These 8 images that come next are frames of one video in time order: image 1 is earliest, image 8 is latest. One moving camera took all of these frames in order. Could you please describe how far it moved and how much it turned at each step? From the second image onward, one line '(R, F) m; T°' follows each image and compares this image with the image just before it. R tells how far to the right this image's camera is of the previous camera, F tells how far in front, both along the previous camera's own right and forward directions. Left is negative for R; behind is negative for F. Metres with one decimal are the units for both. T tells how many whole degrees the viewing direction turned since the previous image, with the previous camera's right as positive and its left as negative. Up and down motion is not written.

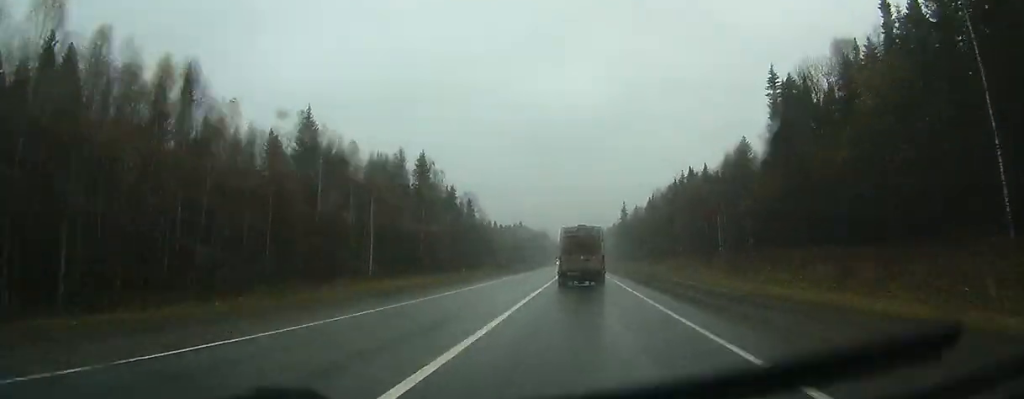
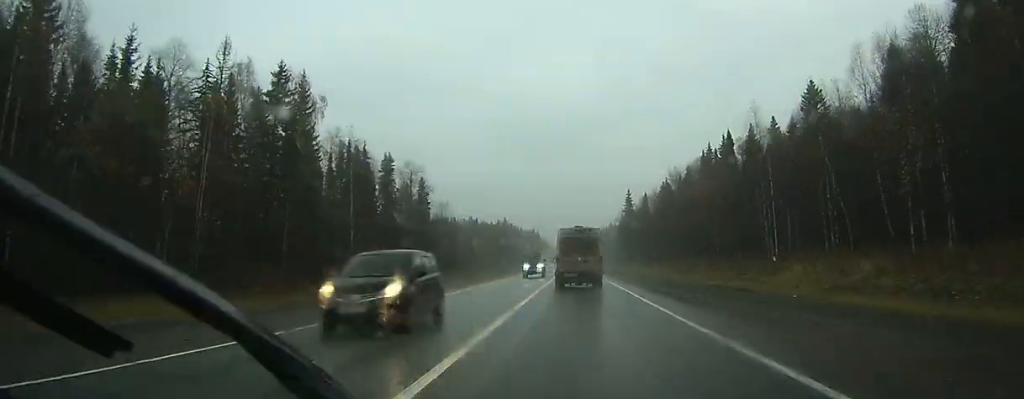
(0.0, +52.1) m; 0°
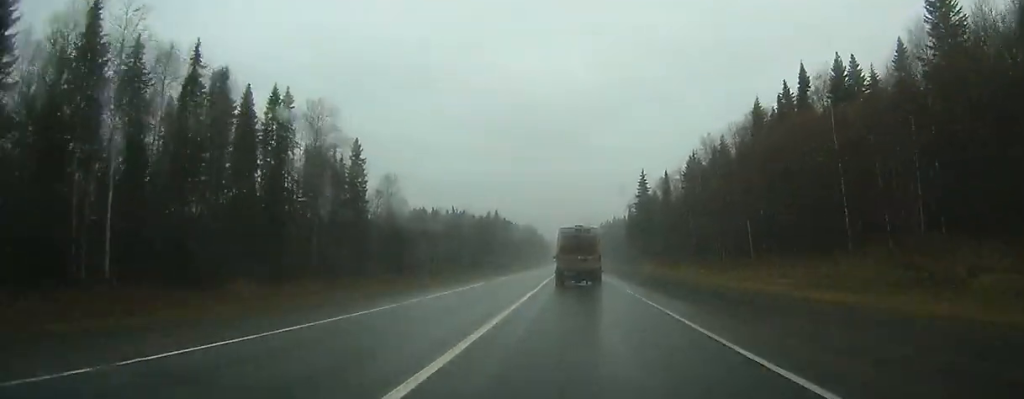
(+0.2, +42.6) m; 0°
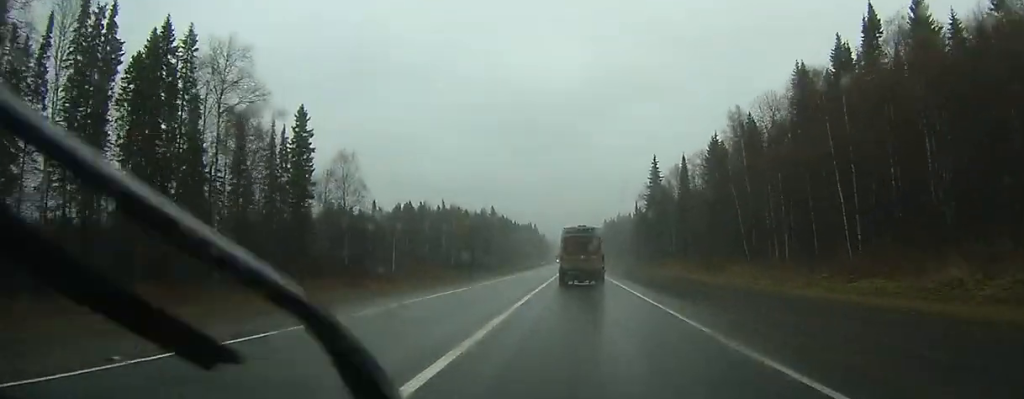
(-0.1, +21.1) m; 0°
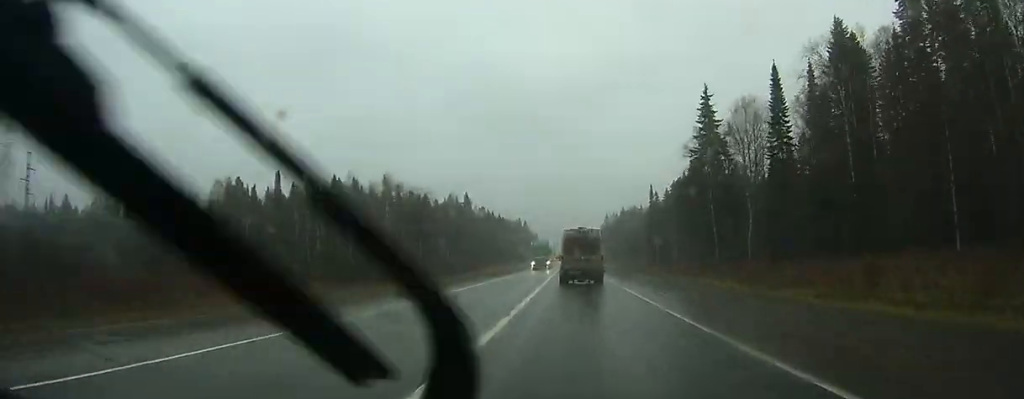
(-0.1, +61.7) m; 0°
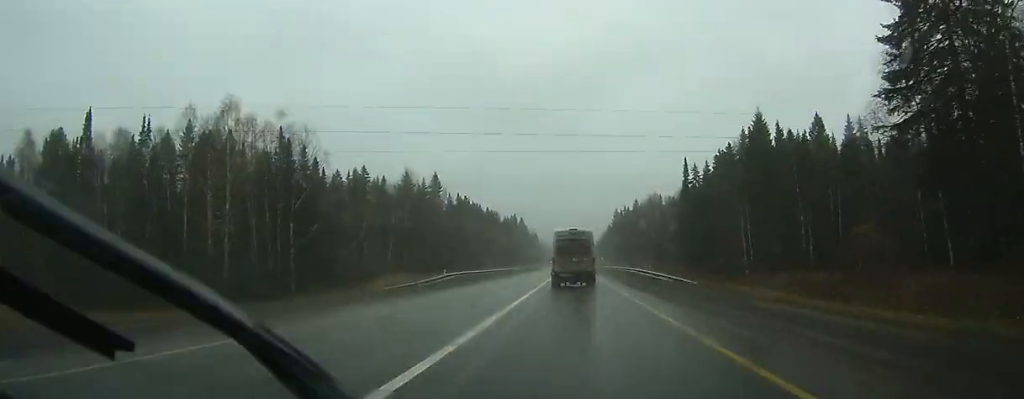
(+0.3, +57.1) m; +1°
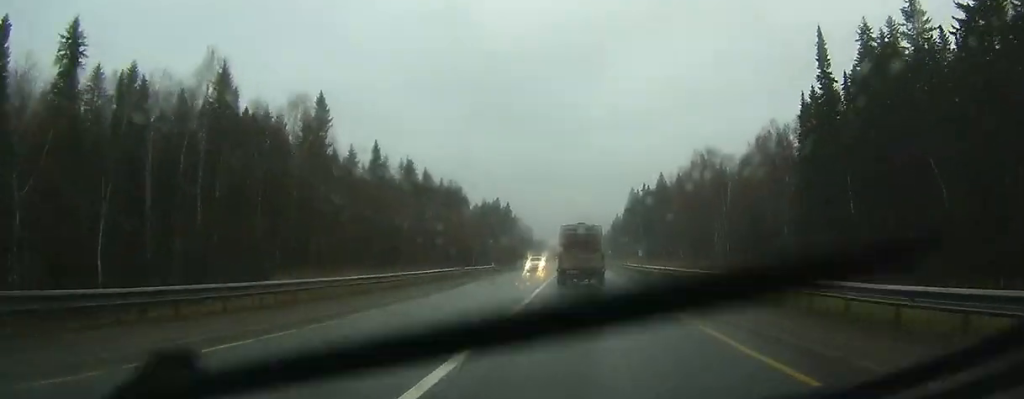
(+0.1, +82.1) m; 0°
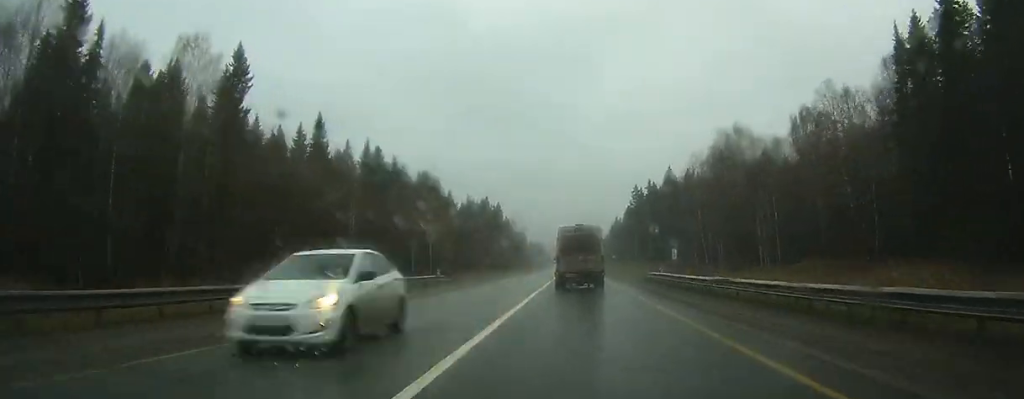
(0.0, +24.9) m; 0°
